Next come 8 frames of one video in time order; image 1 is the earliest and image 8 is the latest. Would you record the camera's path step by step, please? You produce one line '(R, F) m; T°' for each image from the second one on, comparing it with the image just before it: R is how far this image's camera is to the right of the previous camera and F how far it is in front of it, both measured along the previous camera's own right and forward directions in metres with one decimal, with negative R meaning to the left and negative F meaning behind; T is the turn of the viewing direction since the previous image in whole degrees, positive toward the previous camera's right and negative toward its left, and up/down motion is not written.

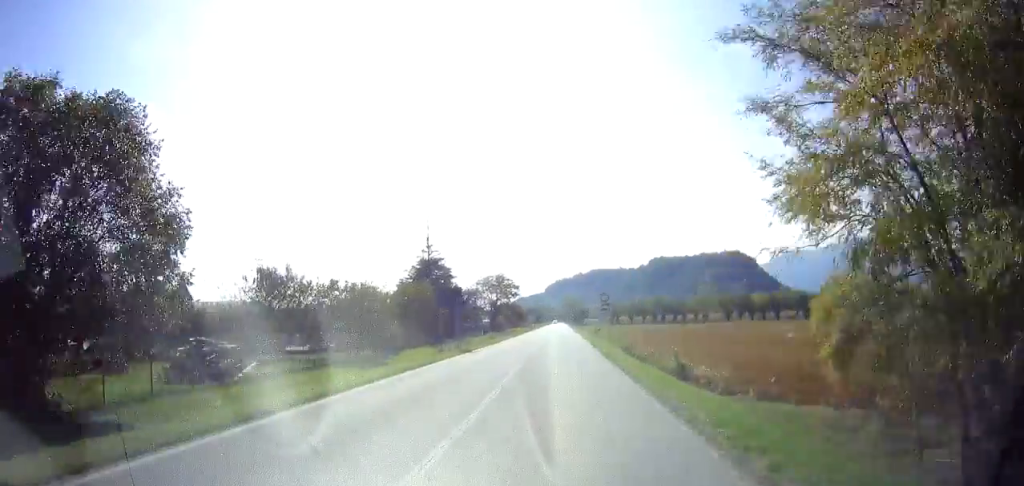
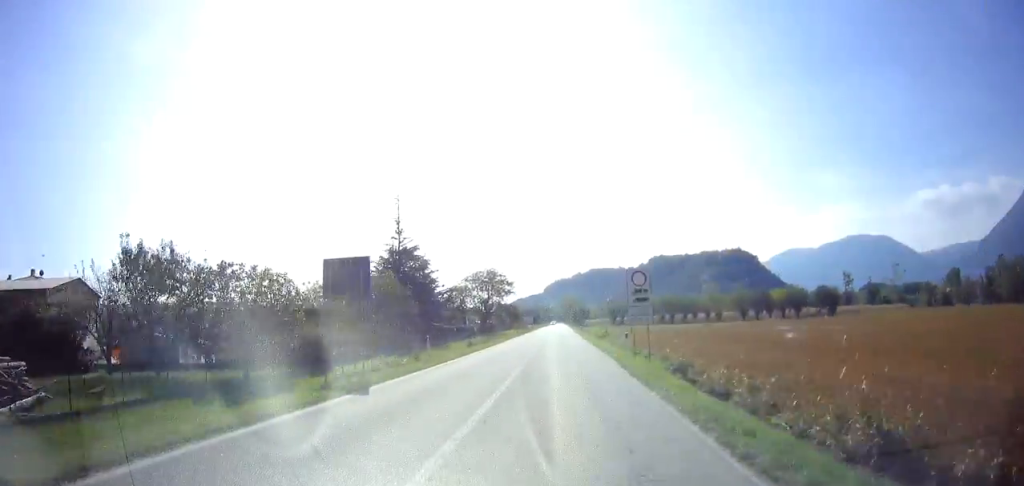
(-0.1, +14.3) m; 0°
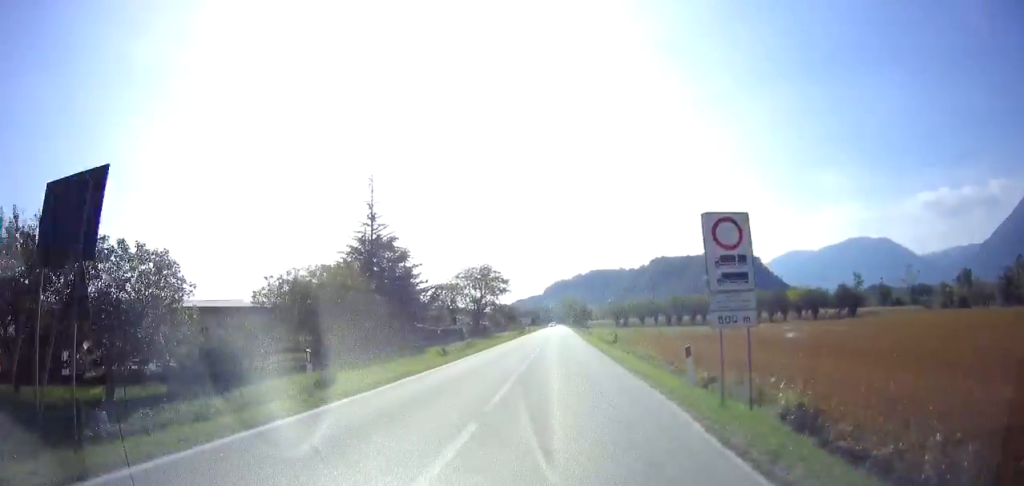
(-0.1, +10.0) m; 0°
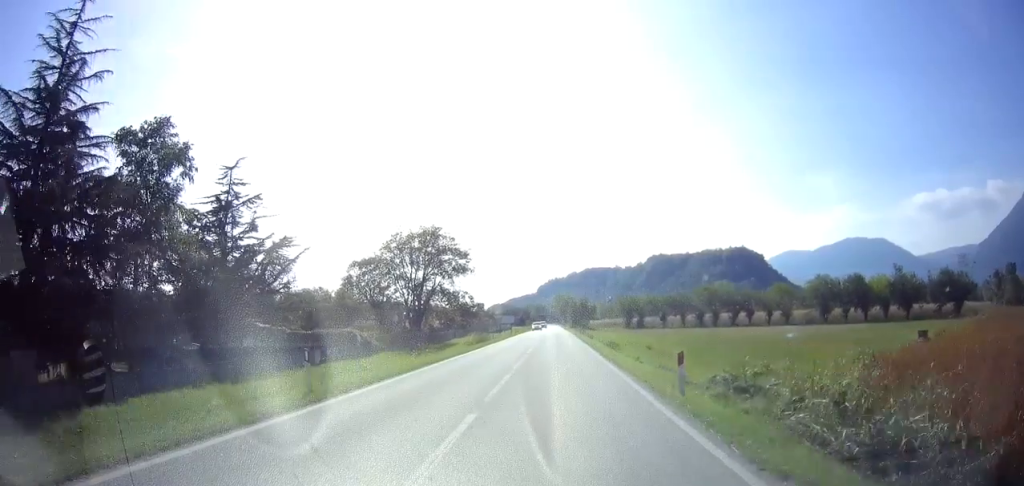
(+0.8, +40.8) m; +1°
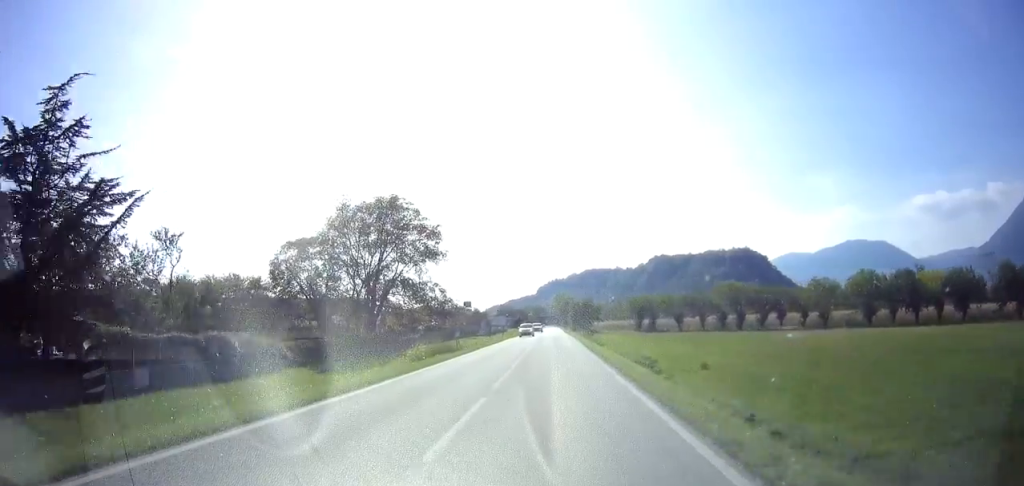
(0.0, +15.7) m; 0°
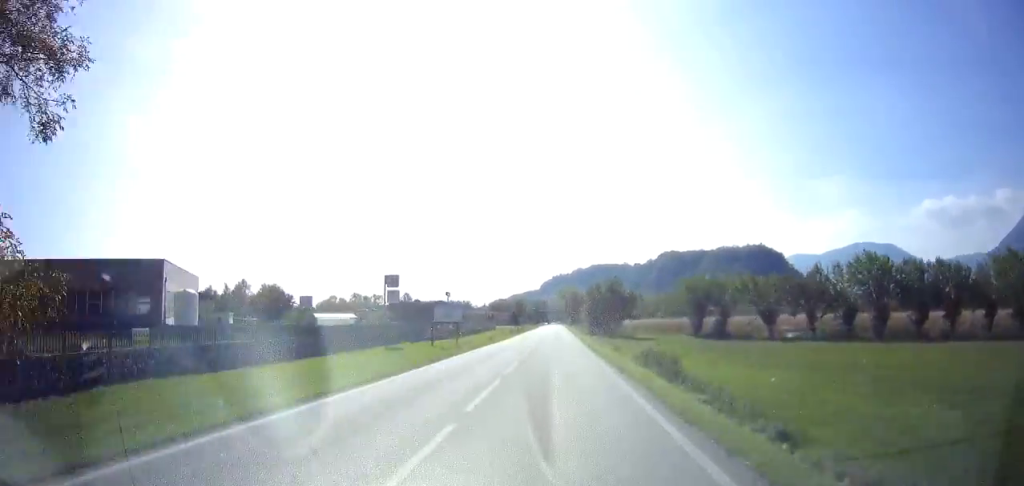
(+0.1, +43.6) m; 0°
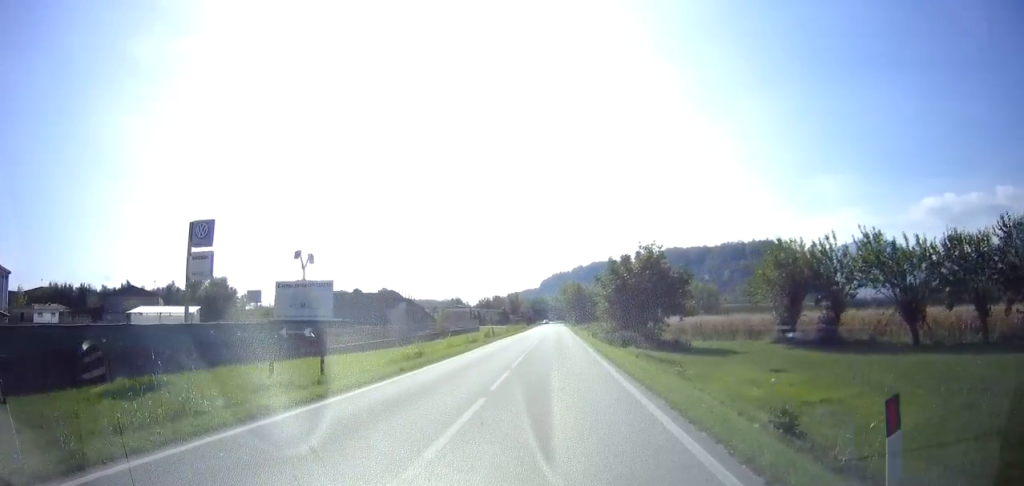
(-0.1, +27.9) m; -1°
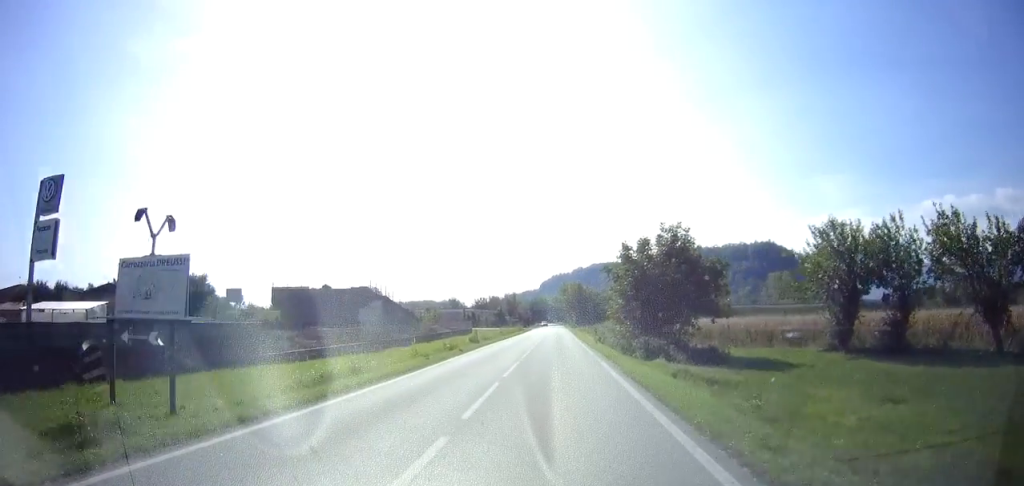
(-0.1, +8.6) m; 0°
